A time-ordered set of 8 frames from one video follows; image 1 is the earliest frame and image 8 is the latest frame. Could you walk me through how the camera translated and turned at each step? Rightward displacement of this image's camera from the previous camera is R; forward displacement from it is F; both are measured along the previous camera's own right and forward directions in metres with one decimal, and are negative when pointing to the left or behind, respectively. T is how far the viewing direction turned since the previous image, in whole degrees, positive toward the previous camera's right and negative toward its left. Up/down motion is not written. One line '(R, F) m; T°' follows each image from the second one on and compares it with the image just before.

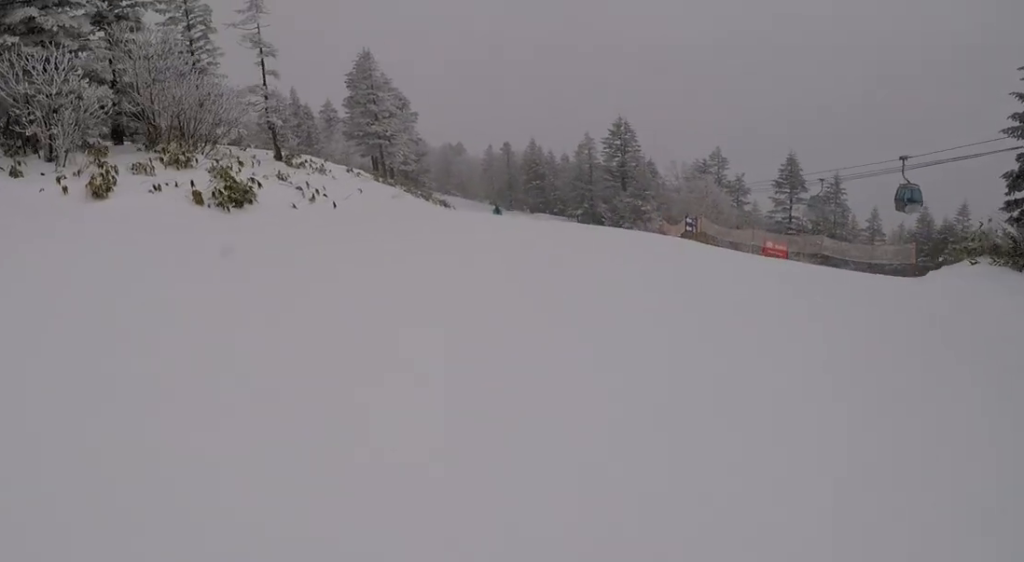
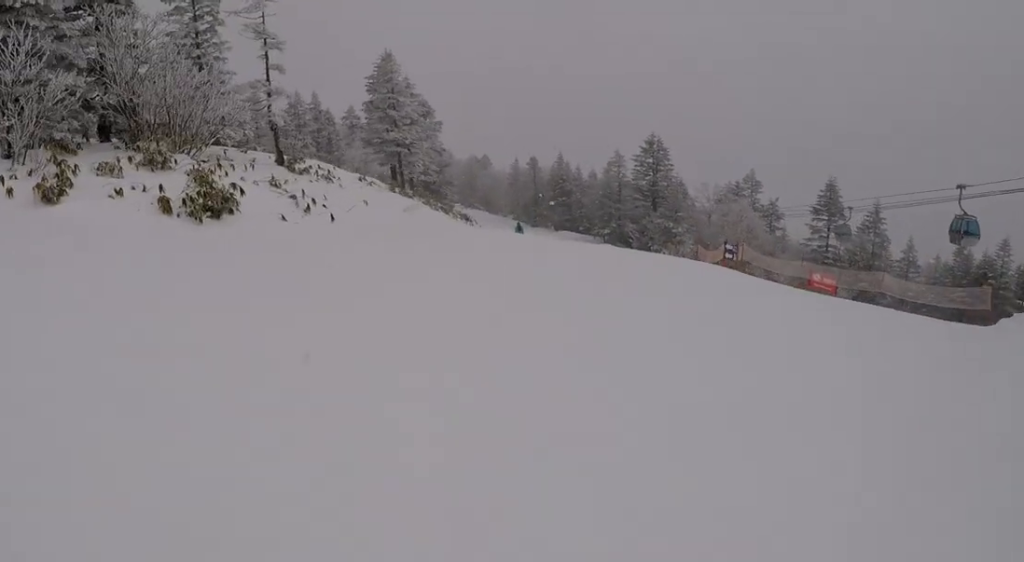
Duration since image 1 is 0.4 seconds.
(0.0, +2.5) m; 0°
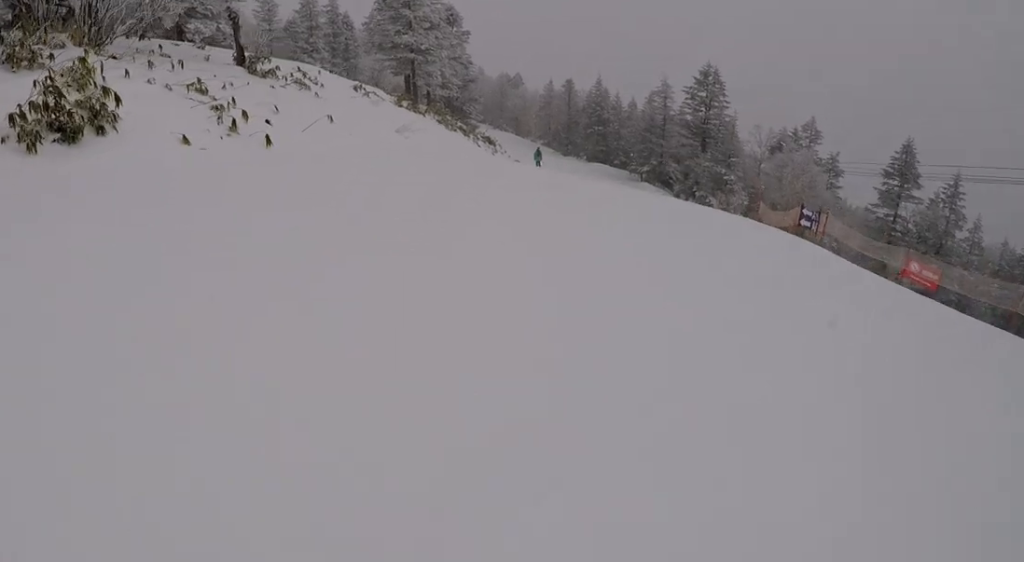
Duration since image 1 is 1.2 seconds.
(0.0, +5.1) m; -2°
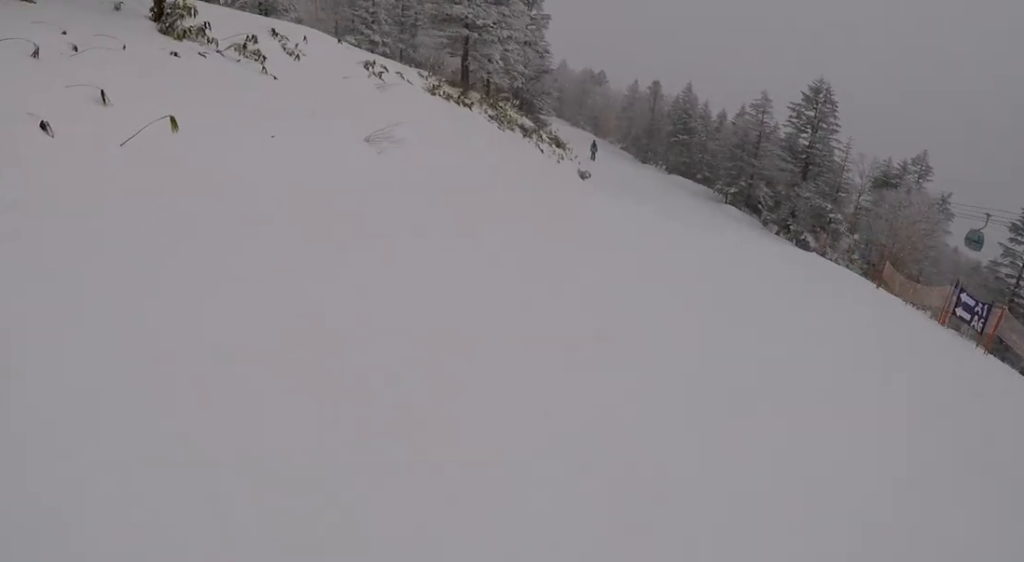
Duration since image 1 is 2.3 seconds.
(-0.4, +7.2) m; -6°
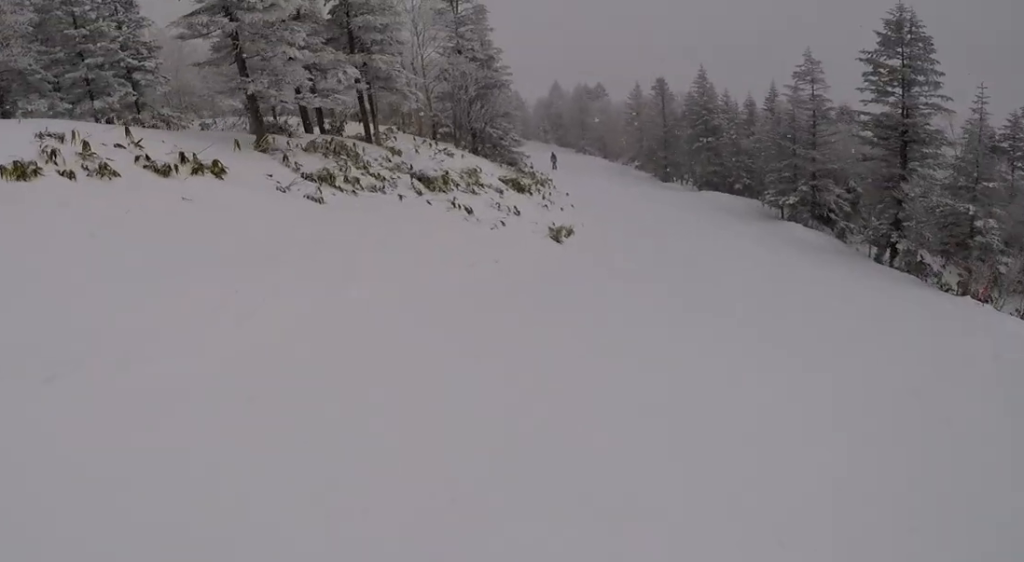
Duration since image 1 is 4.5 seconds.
(+0.9, +15.8) m; +1°
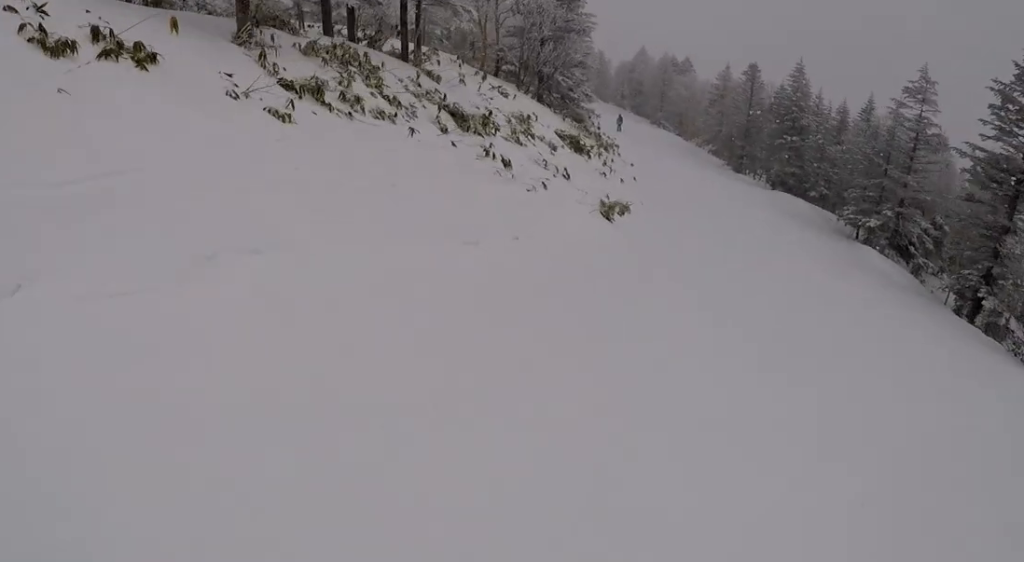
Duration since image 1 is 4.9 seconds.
(+0.4, +3.4) m; -6°
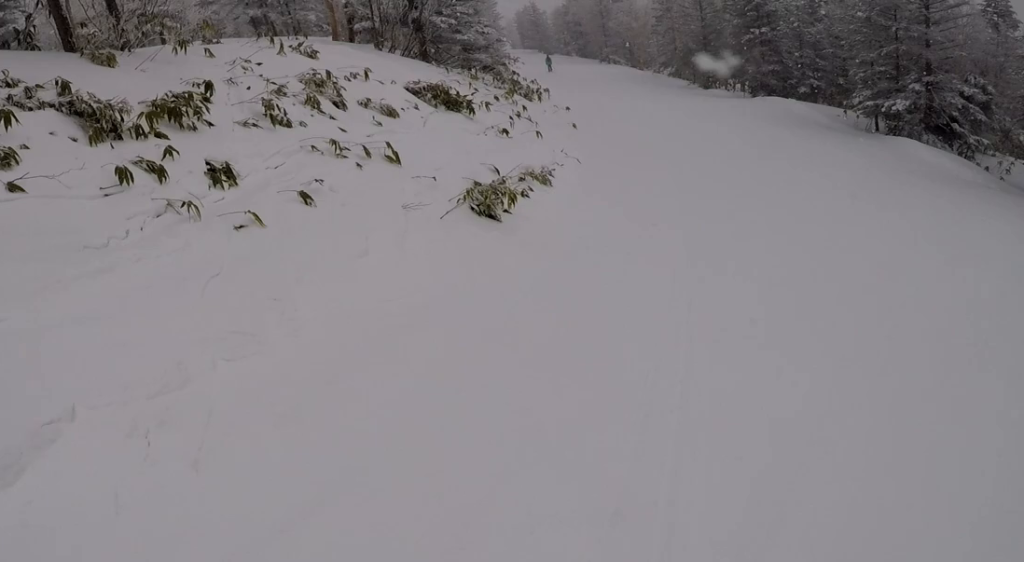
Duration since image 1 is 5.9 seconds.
(-1.7, +8.0) m; -1°
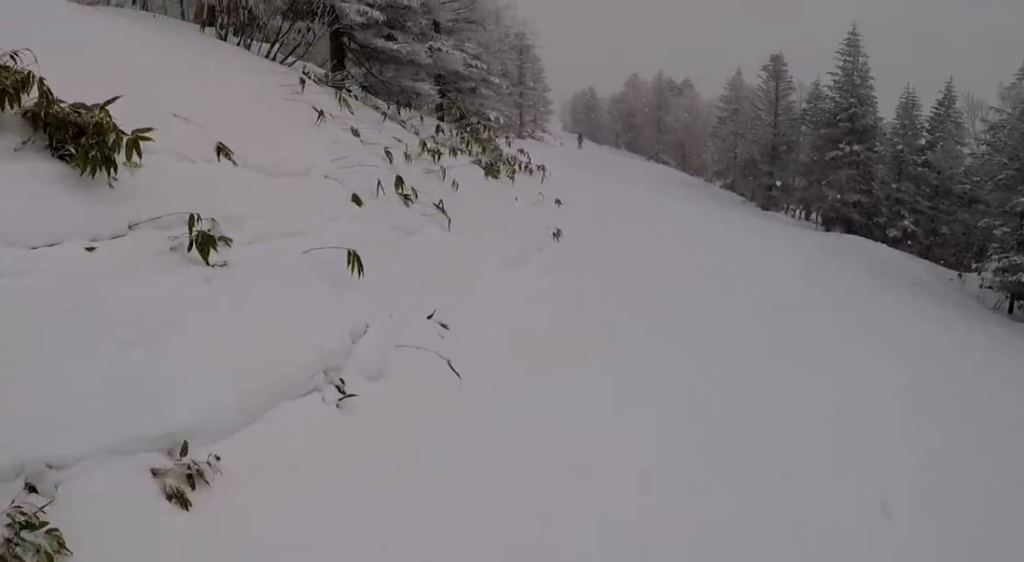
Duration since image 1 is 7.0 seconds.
(+1.7, +9.3) m; +7°
